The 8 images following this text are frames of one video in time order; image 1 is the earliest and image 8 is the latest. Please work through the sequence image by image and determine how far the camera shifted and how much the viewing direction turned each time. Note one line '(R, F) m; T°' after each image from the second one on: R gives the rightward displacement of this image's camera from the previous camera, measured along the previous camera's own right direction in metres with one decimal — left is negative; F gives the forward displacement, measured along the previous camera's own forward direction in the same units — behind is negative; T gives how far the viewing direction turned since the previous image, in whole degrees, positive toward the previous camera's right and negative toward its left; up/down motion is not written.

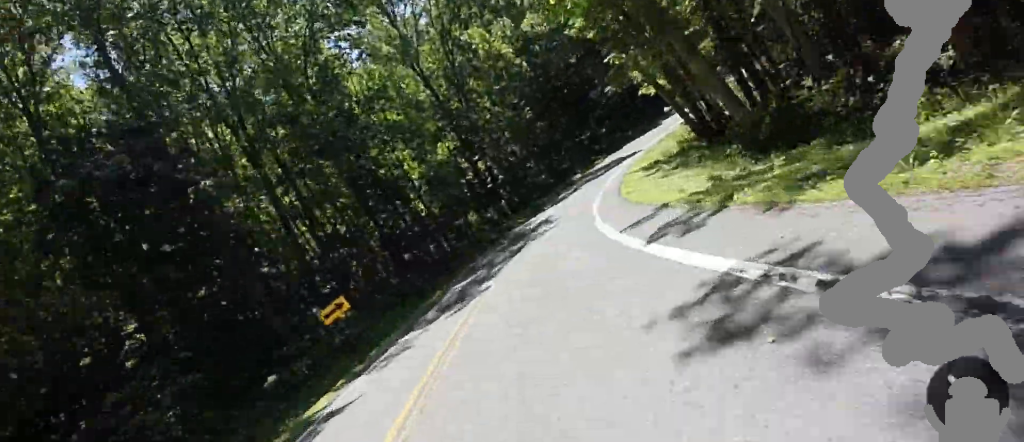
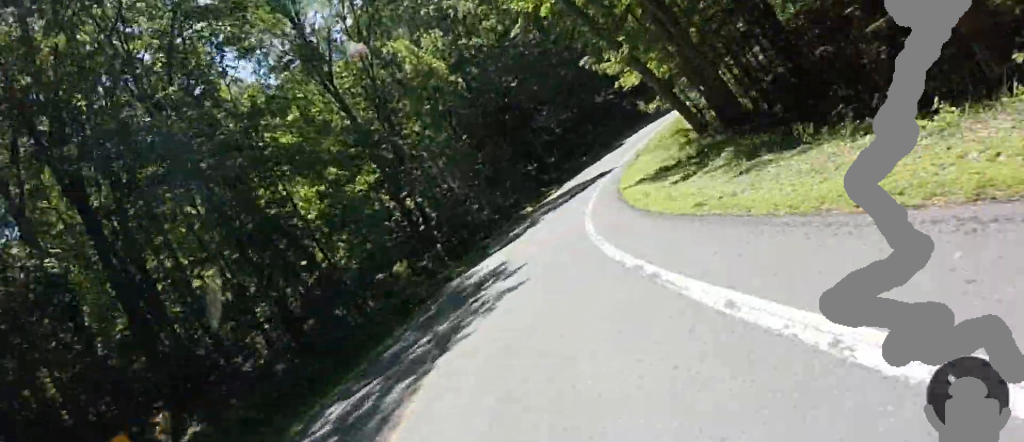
(+0.1, +8.8) m; +6°
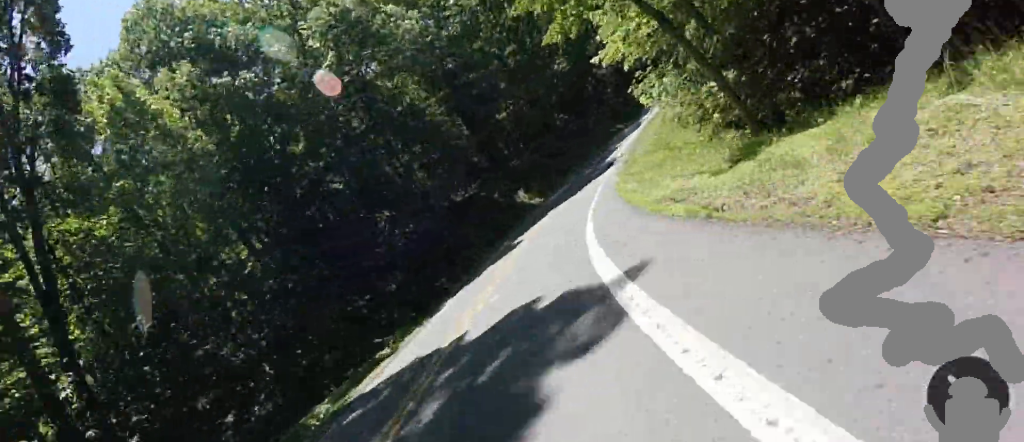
(+2.5, +22.2) m; +17°
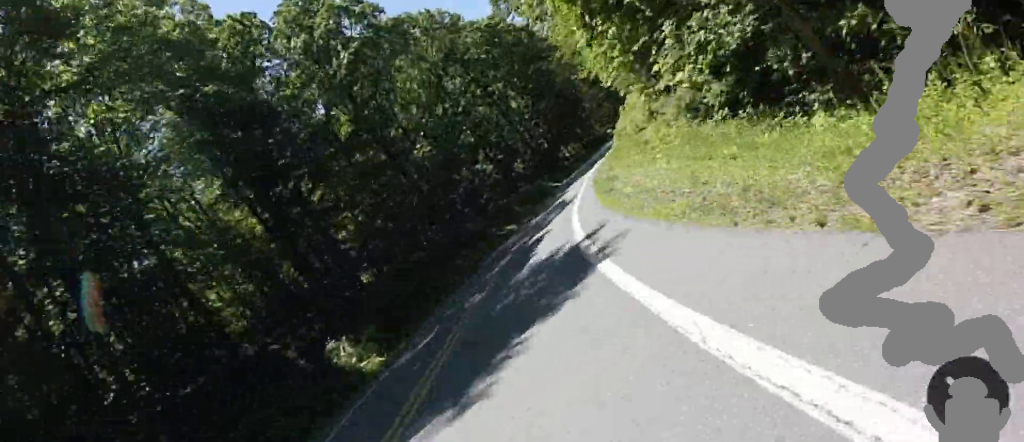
(+3.4, +20.2) m; +18°
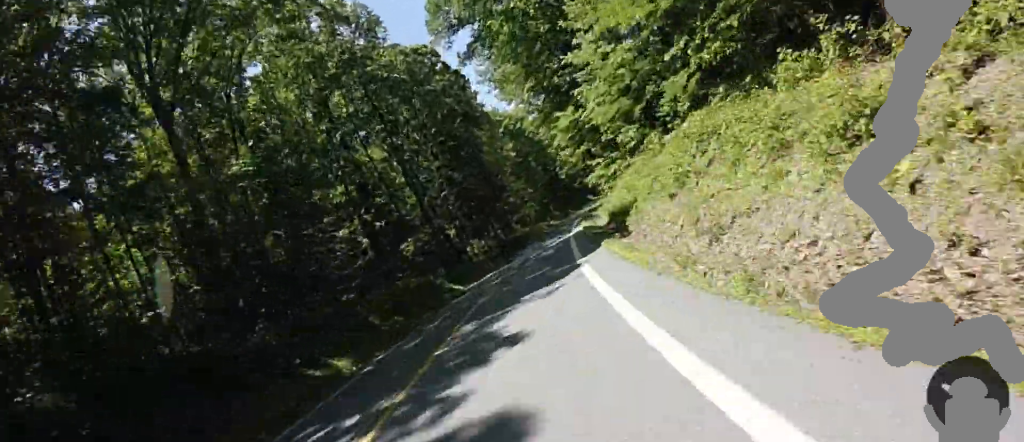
(+2.8, +19.3) m; +16°
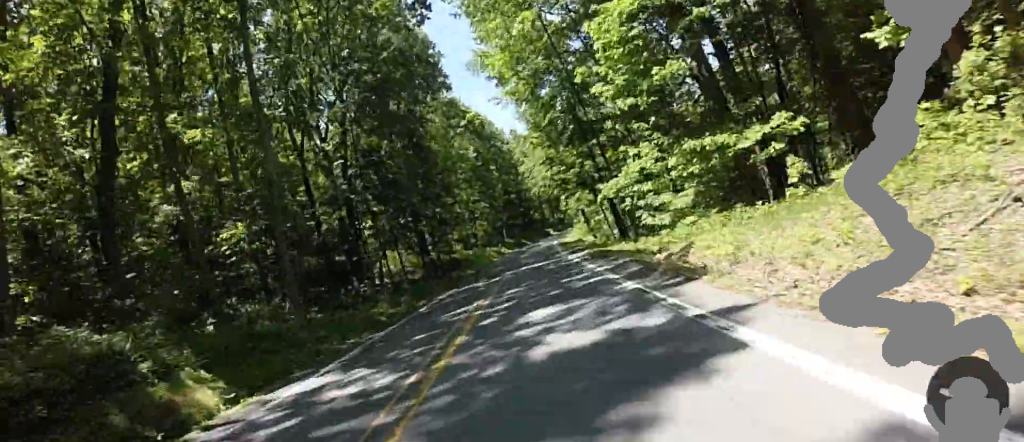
(+3.0, +20.9) m; +13°
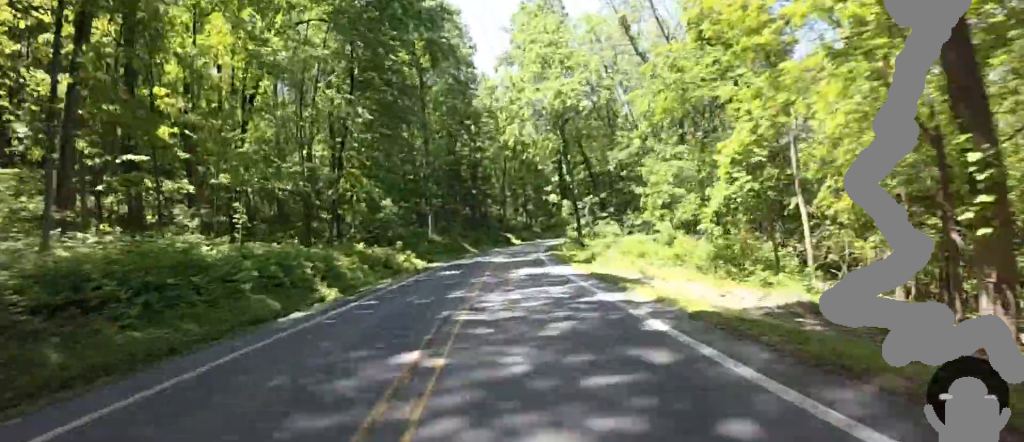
(+6.8, +44.4) m; +12°
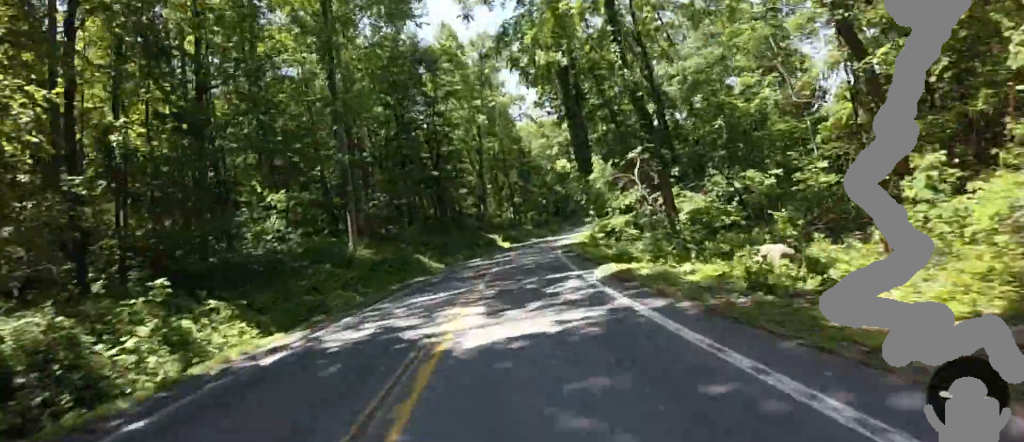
(+0.3, +22.9) m; +1°
